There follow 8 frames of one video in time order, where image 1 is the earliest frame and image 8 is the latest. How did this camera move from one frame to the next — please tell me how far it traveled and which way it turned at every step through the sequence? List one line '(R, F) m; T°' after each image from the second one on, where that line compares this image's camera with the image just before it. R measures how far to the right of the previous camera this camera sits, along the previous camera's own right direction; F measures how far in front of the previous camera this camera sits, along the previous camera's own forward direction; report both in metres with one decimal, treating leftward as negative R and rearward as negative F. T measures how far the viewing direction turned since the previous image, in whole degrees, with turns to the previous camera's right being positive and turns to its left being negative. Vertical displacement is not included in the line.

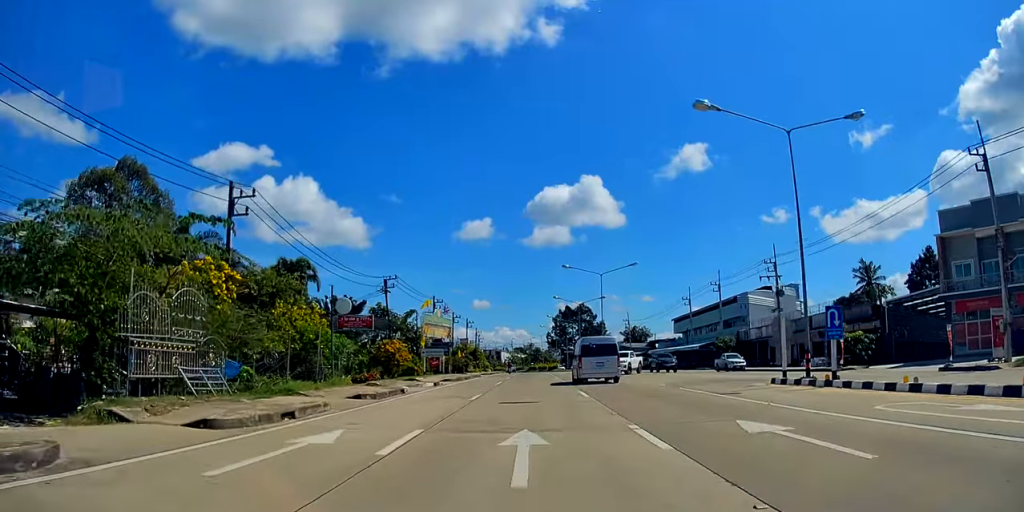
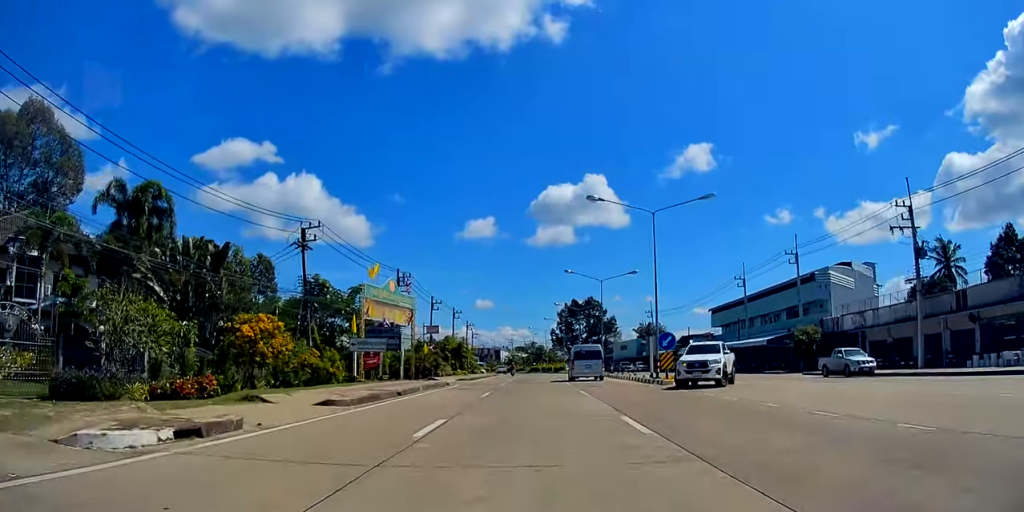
(+1.0, +24.5) m; +3°
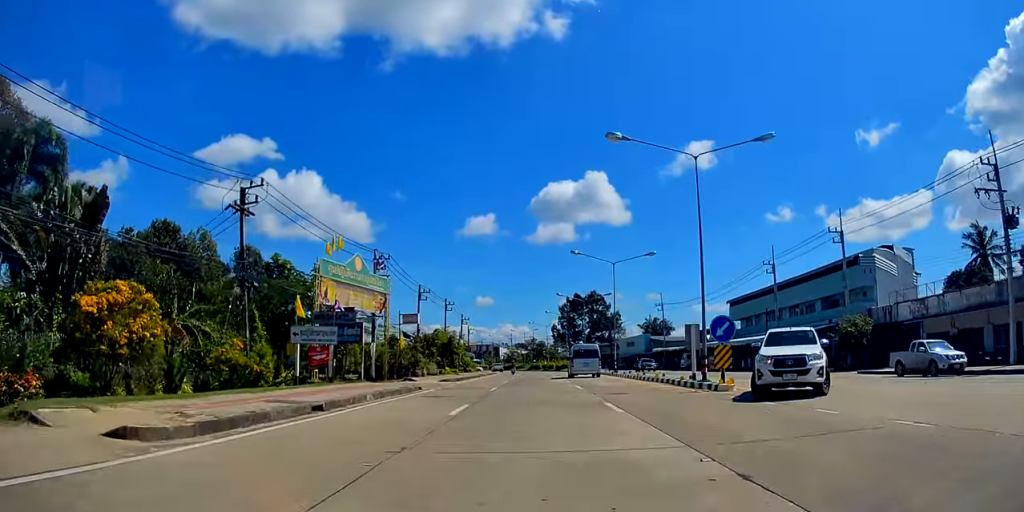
(0.0, +9.1) m; -1°
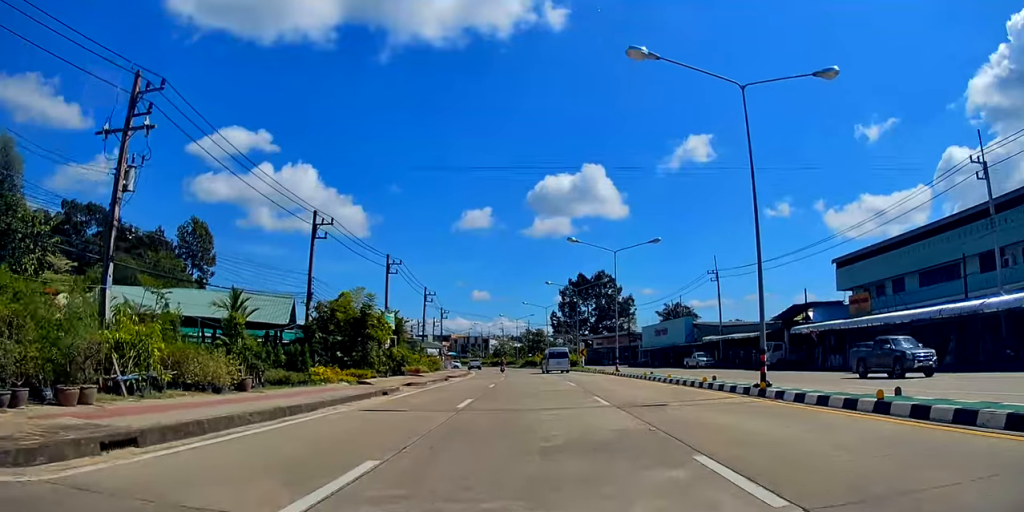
(-1.2, +33.5) m; -1°
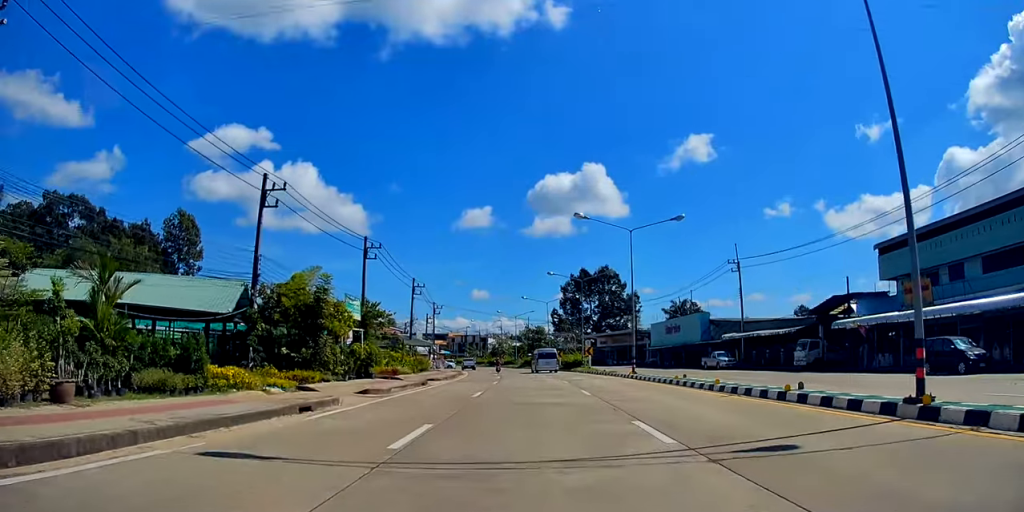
(+0.2, +7.5) m; +1°
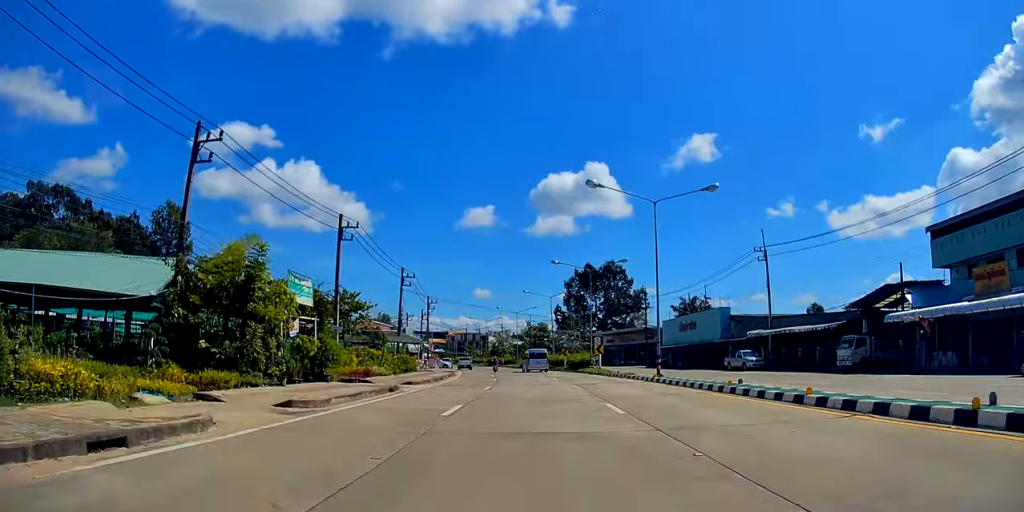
(-0.1, +6.9) m; 0°
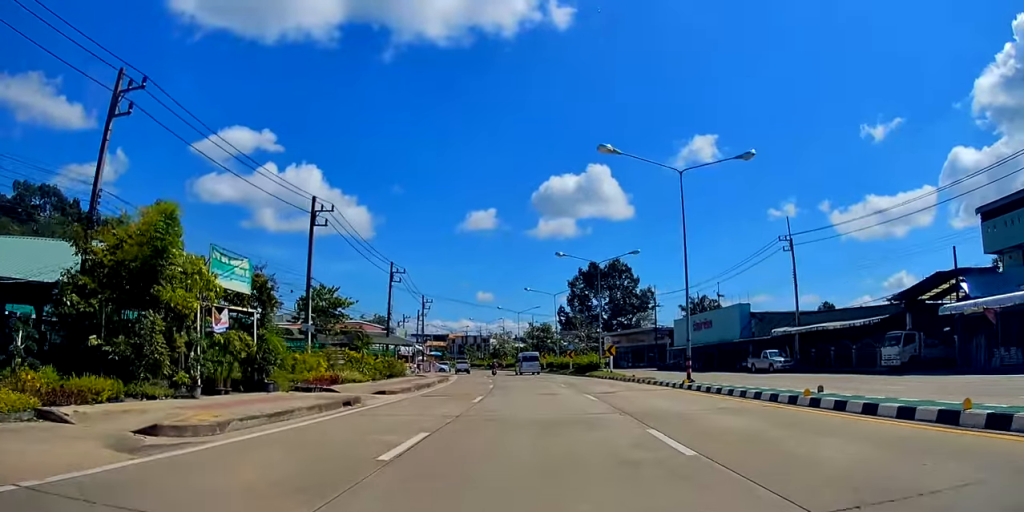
(-0.1, +5.5) m; 0°
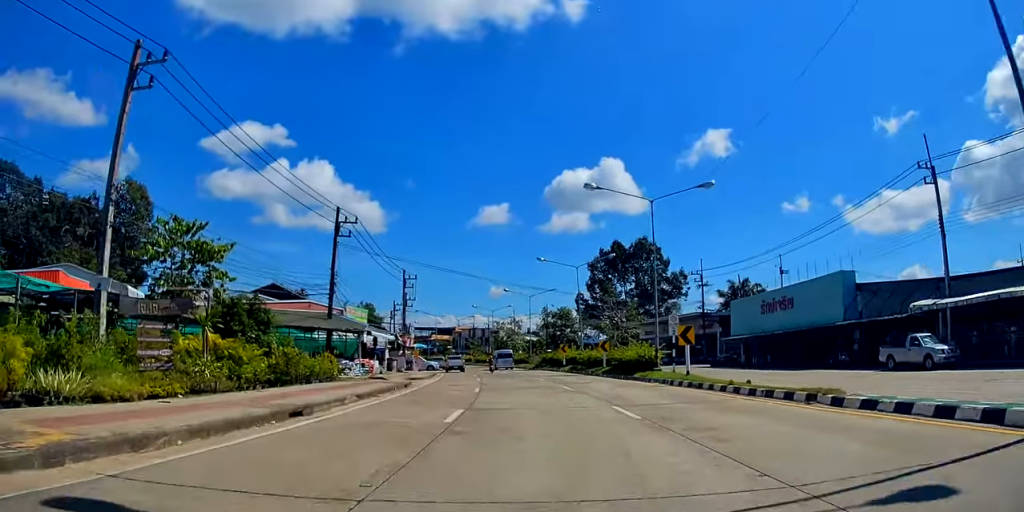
(-0.4, +18.4) m; -3°
